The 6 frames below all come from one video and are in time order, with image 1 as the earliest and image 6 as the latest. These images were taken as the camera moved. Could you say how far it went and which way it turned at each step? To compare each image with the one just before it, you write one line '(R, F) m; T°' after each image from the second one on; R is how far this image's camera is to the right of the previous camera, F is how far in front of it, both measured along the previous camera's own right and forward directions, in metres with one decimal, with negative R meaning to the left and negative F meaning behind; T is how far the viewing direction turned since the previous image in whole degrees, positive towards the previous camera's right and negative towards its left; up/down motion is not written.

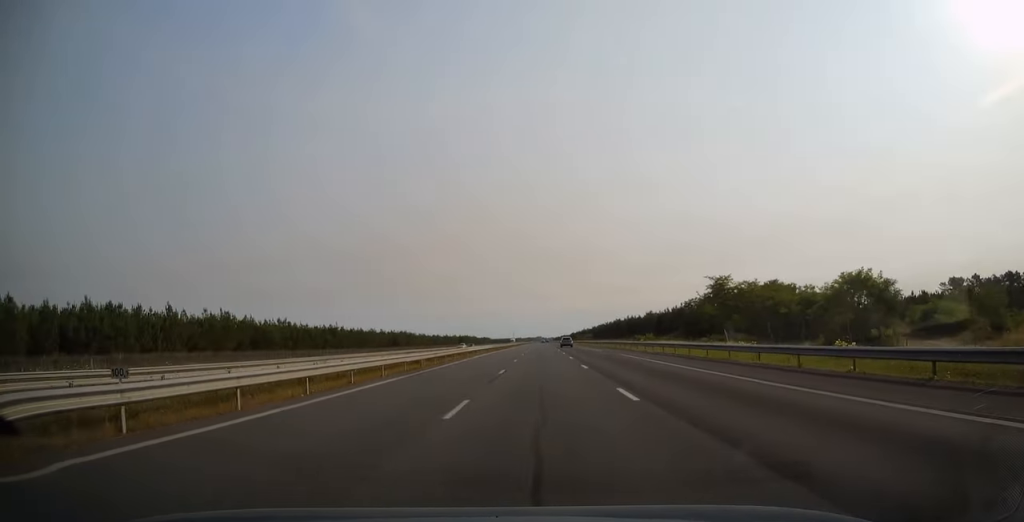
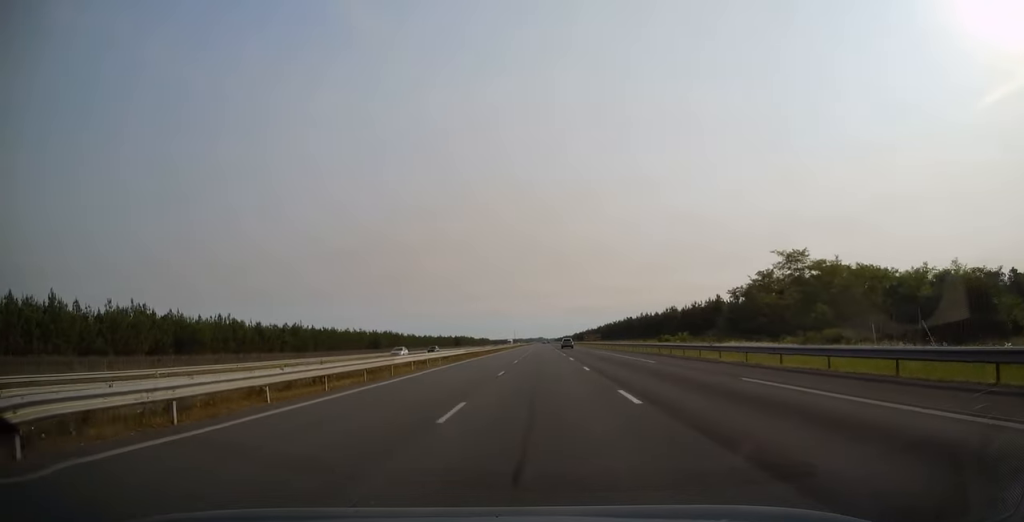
(+0.2, +26.5) m; 0°
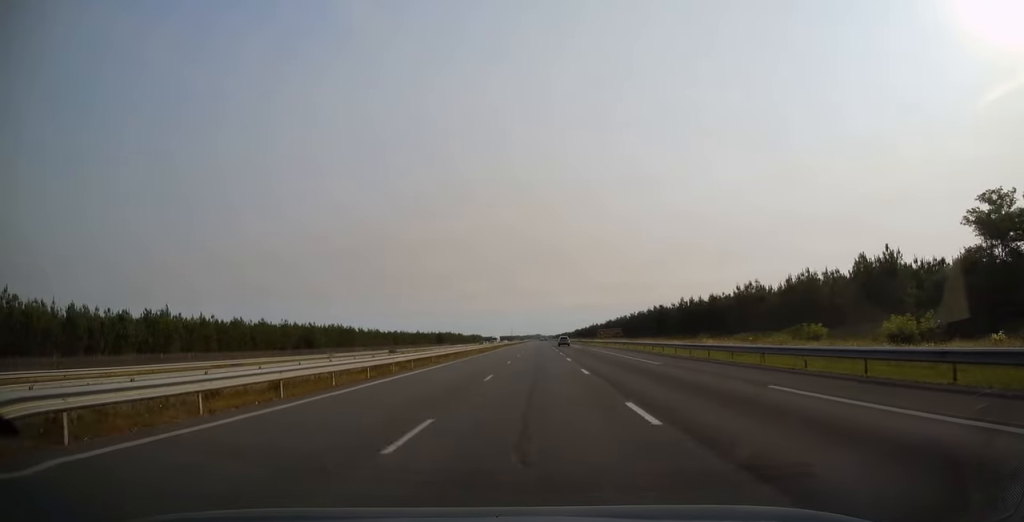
(-0.3, +54.9) m; 0°
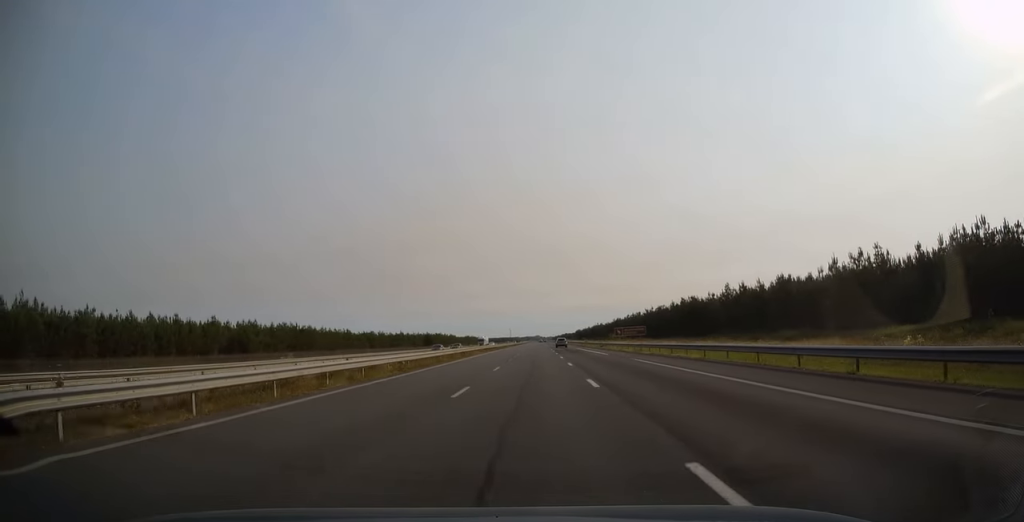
(+0.2, +32.0) m; 0°
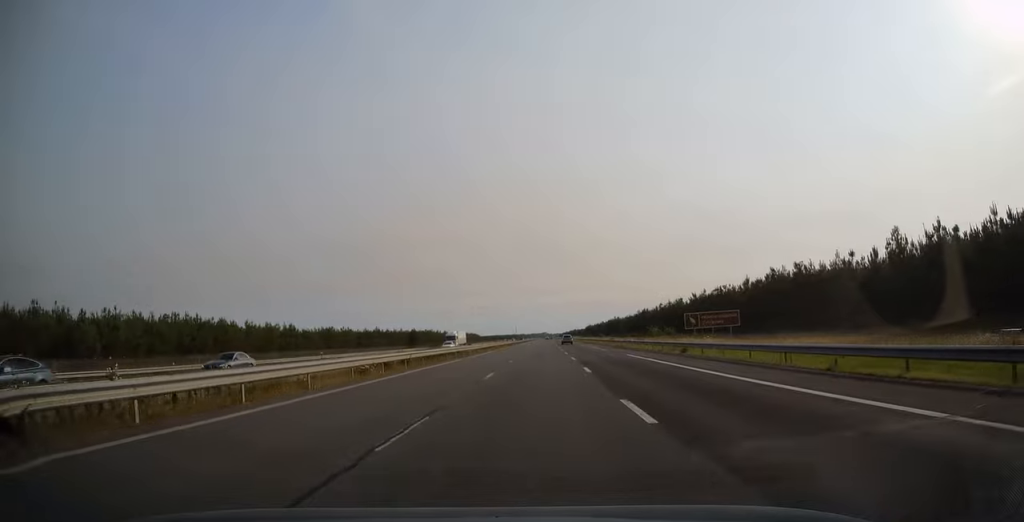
(-0.3, +46.3) m; -1°
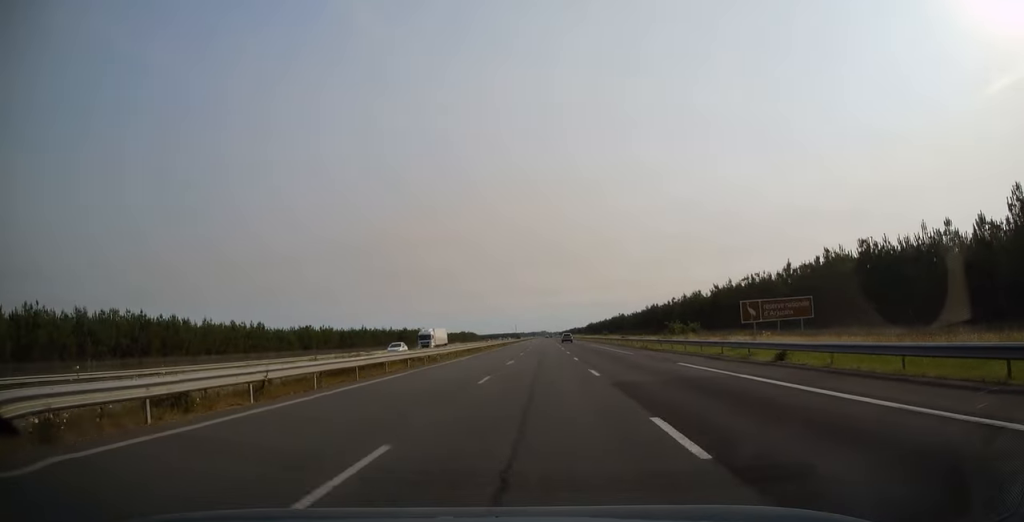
(0.0, +15.8) m; 0°
